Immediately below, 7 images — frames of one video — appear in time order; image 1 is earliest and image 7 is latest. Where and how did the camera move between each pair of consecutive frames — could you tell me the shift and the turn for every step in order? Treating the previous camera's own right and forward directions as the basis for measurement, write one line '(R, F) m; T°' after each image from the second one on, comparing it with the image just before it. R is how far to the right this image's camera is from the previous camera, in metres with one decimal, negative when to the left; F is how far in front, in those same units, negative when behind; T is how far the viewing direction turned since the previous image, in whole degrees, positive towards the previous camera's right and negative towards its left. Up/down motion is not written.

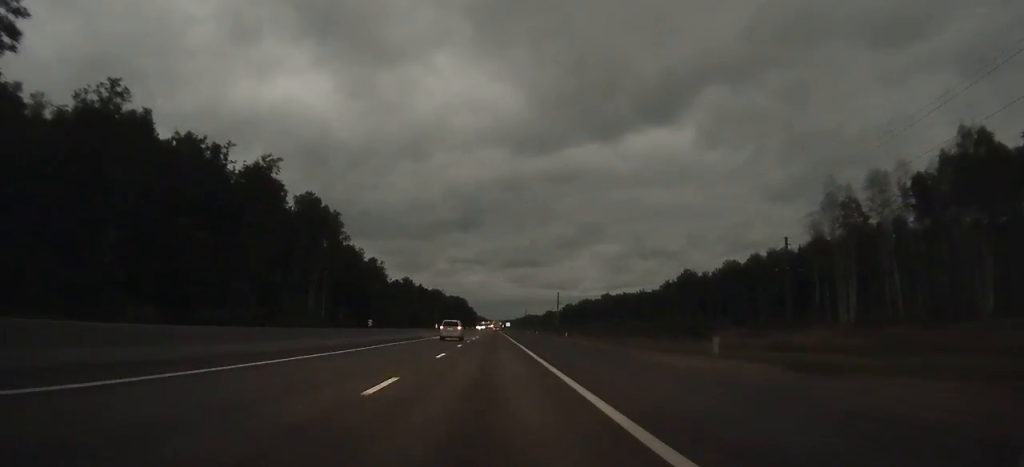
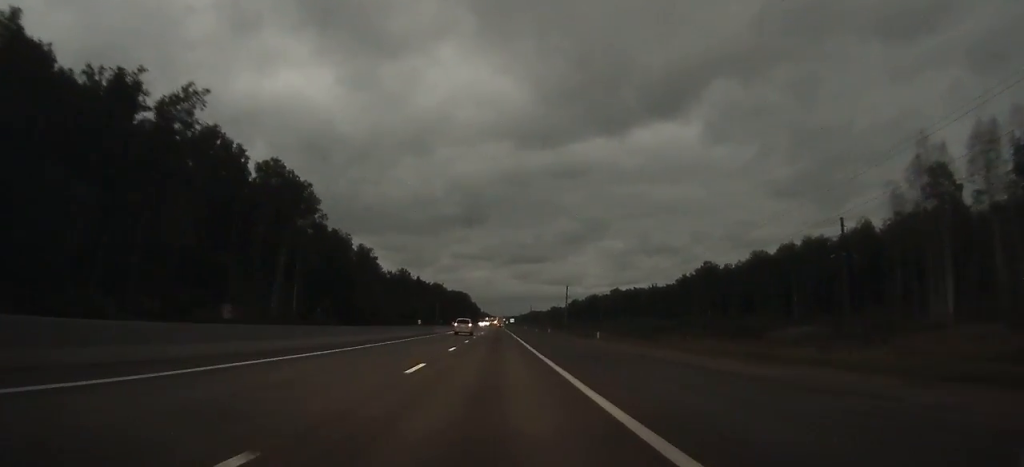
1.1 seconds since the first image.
(0.0, +19.3) m; 0°
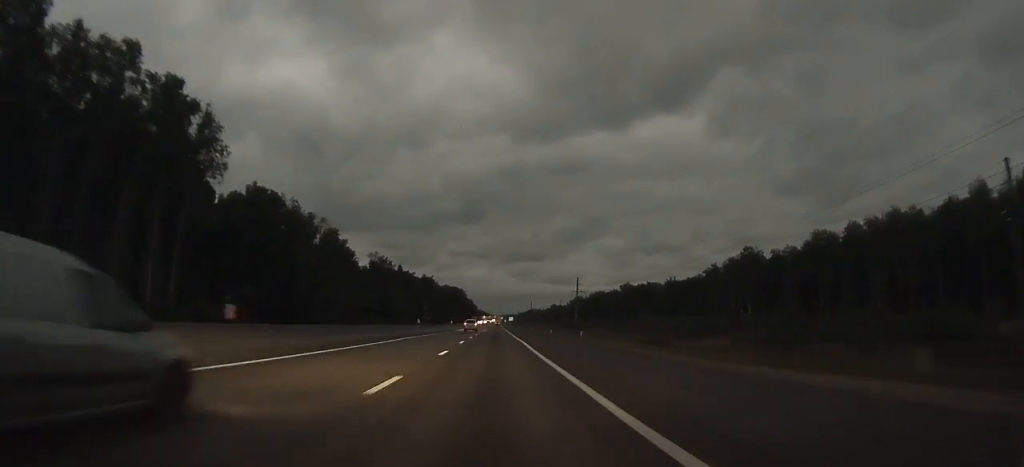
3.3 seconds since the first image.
(-0.1, +38.9) m; 0°
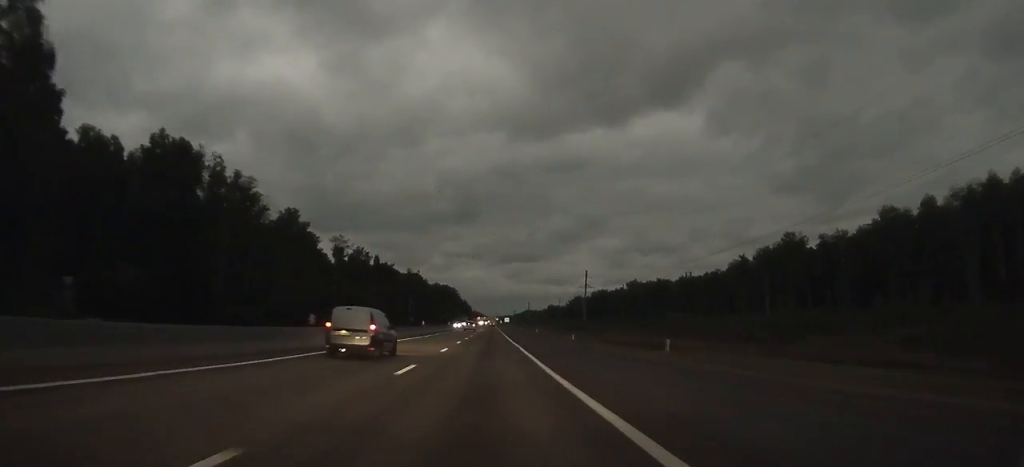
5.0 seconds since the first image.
(0.0, +30.8) m; 0°
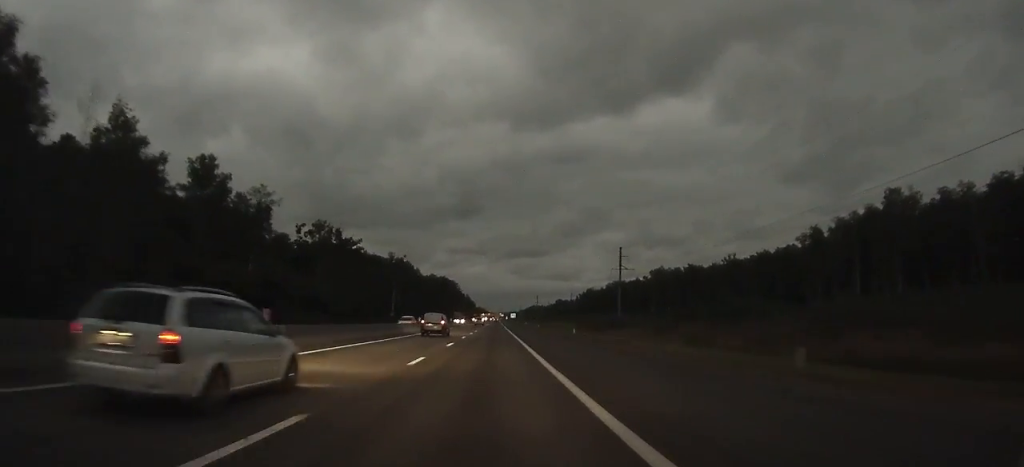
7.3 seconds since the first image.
(+0.3, +44.6) m; 0°
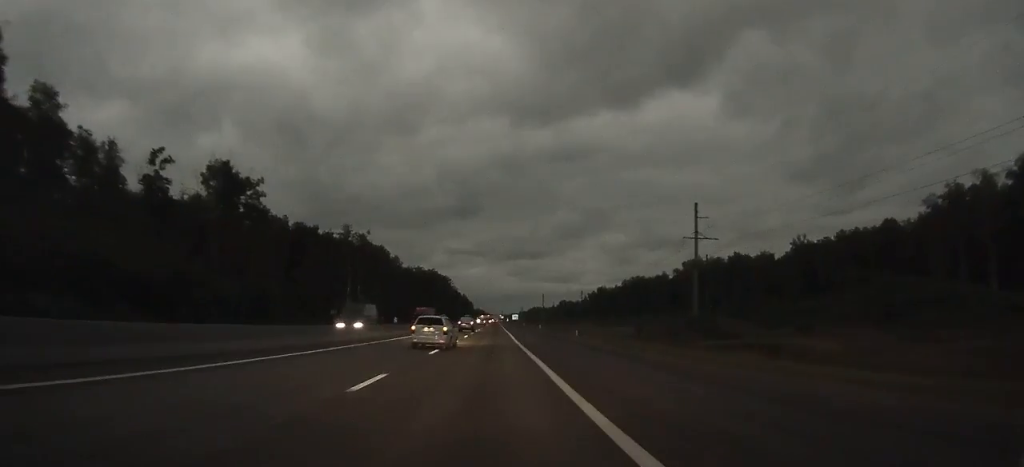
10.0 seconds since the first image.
(-0.2, +53.2) m; 0°
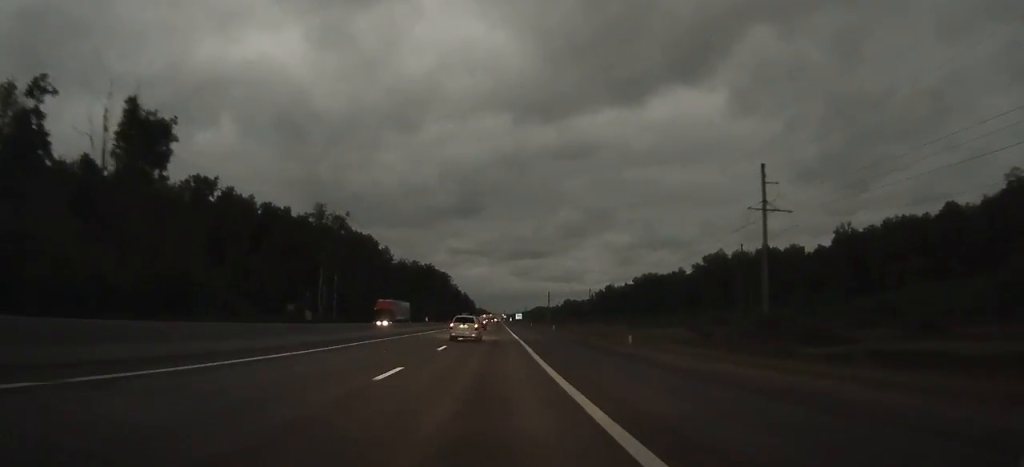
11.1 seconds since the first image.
(0.0, +21.8) m; 0°
